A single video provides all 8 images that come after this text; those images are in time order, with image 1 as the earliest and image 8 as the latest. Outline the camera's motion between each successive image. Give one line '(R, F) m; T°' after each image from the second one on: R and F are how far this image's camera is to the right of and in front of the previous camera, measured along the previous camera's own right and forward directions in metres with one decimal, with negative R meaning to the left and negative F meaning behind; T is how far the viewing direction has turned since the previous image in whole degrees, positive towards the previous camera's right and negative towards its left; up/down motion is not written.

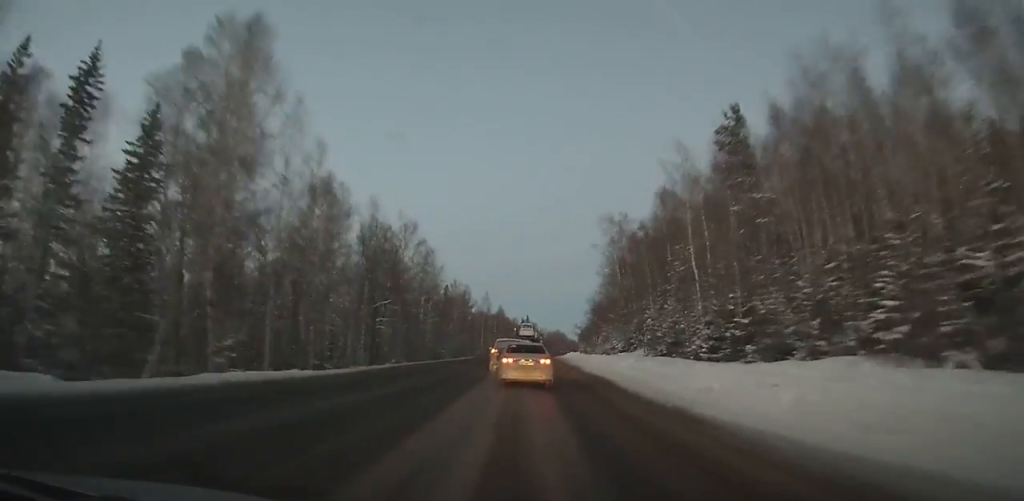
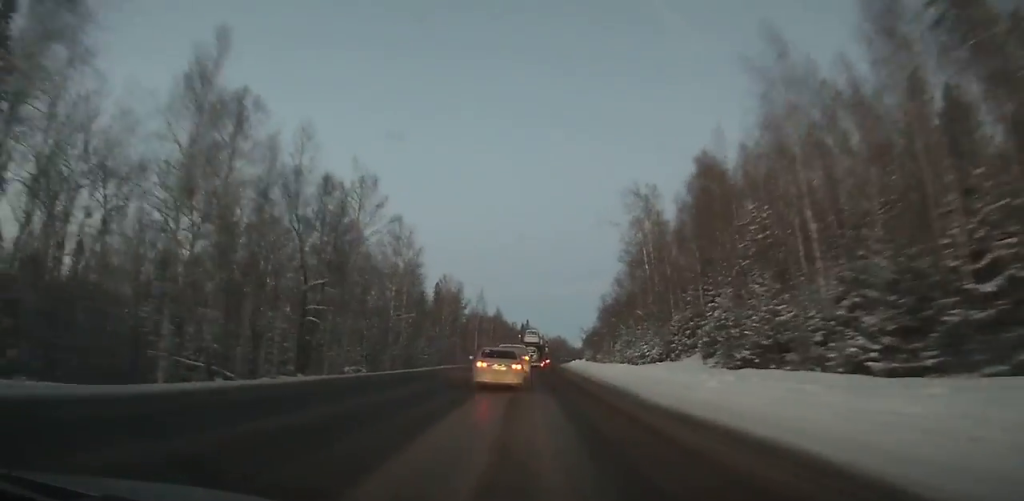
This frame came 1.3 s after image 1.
(0.0, +18.9) m; 0°
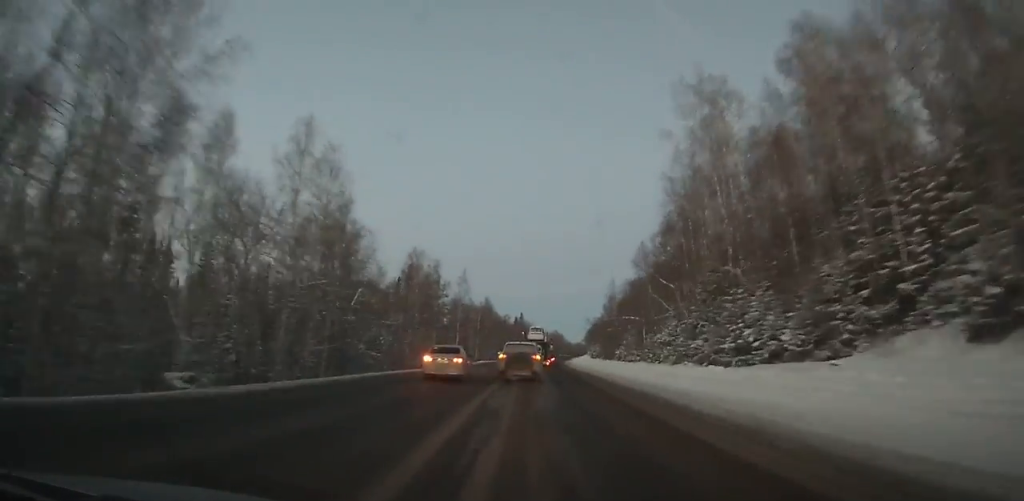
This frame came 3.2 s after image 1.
(0.0, +28.3) m; 0°
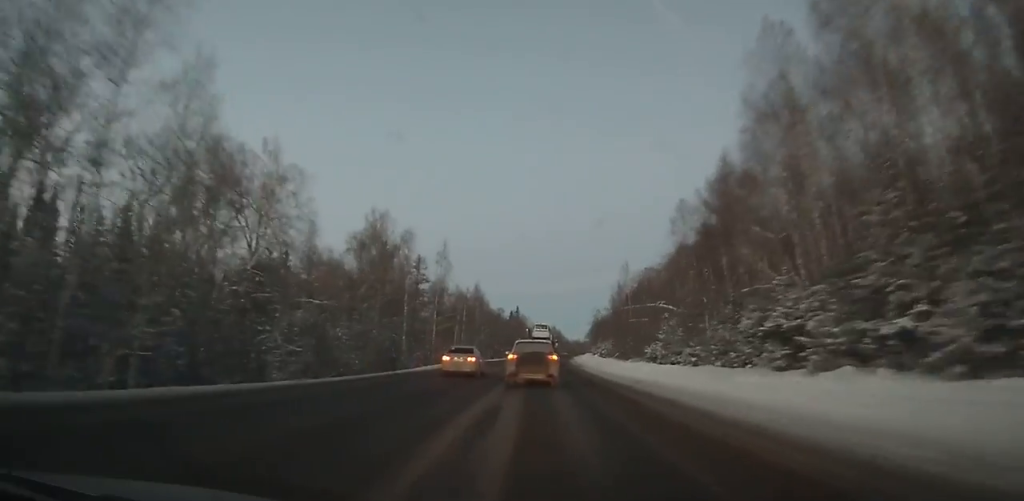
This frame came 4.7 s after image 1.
(-0.1, +24.4) m; 0°
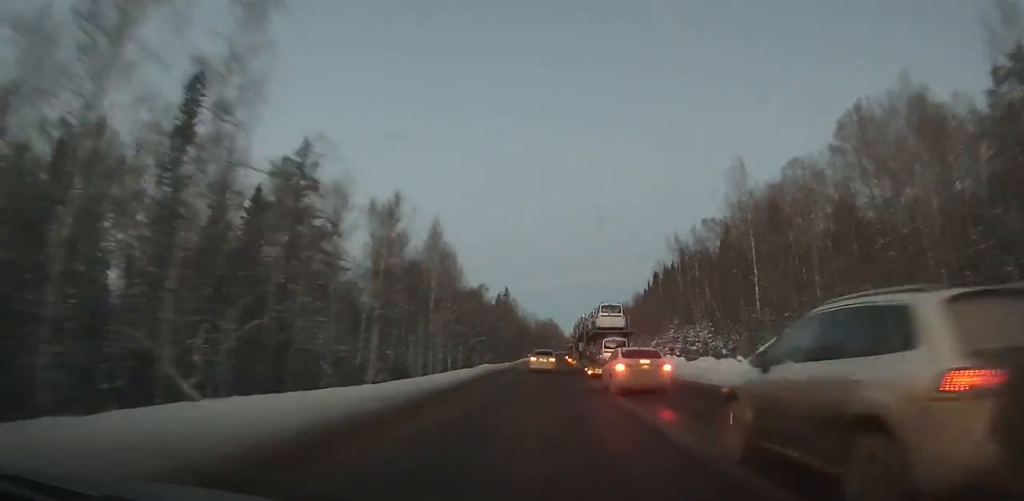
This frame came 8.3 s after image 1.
(+0.5, +63.7) m; +3°
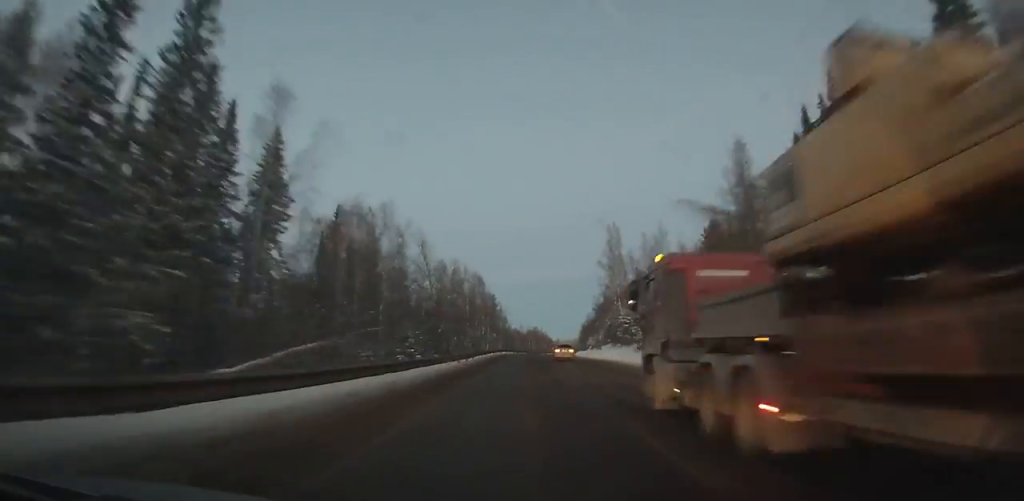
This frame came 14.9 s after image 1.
(+8.8, +135.1) m; +7°
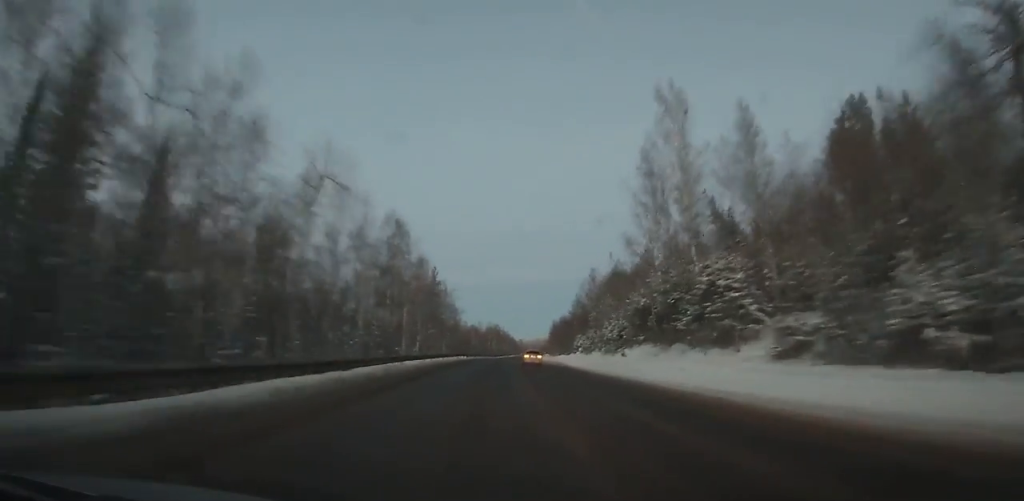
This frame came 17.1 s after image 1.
(+1.1, +47.0) m; +1°
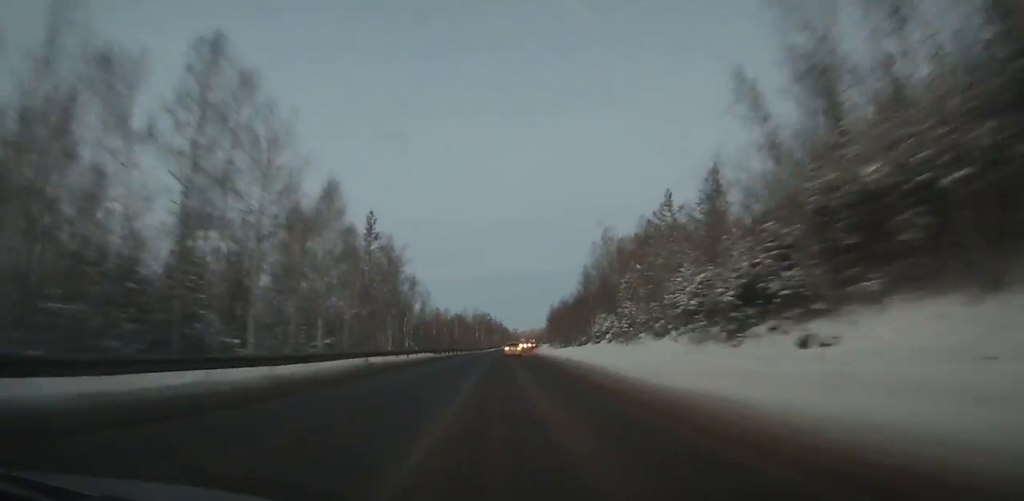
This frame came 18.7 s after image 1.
(+0.2, +33.6) m; 0°
